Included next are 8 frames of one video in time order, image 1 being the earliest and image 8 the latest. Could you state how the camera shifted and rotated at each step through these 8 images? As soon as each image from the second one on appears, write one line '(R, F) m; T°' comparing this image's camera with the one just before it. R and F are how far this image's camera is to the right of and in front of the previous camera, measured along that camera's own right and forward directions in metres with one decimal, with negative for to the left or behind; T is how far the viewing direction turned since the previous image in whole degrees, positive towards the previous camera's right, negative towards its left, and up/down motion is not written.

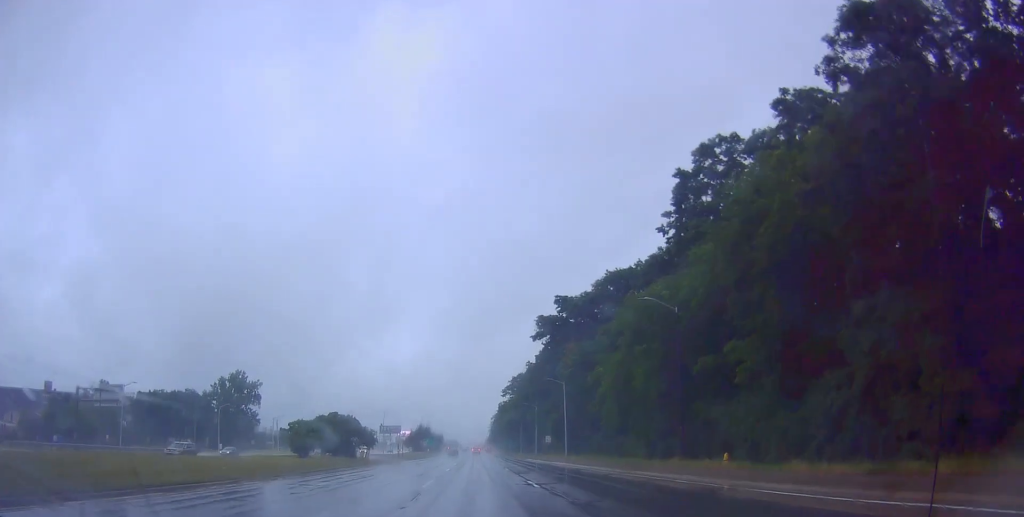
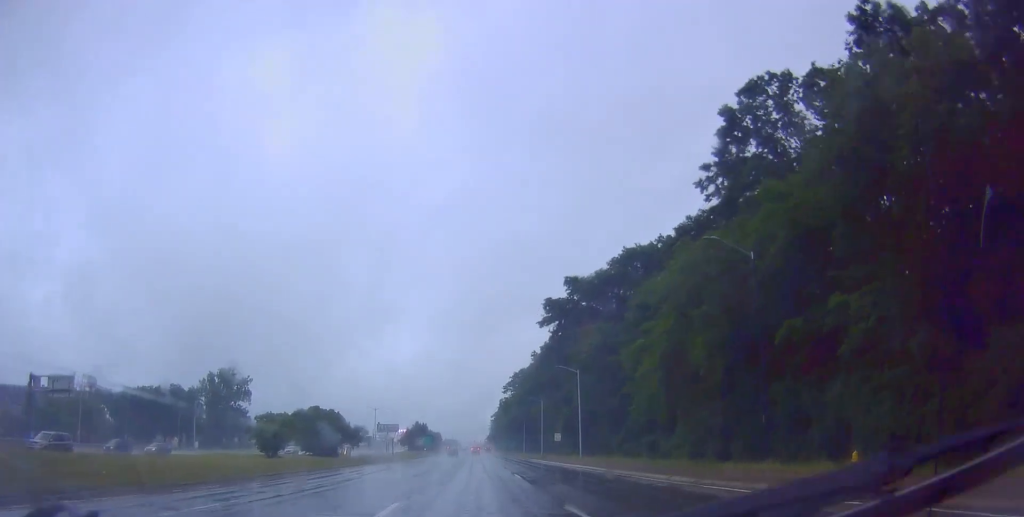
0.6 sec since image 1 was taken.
(0.0, +10.2) m; 0°
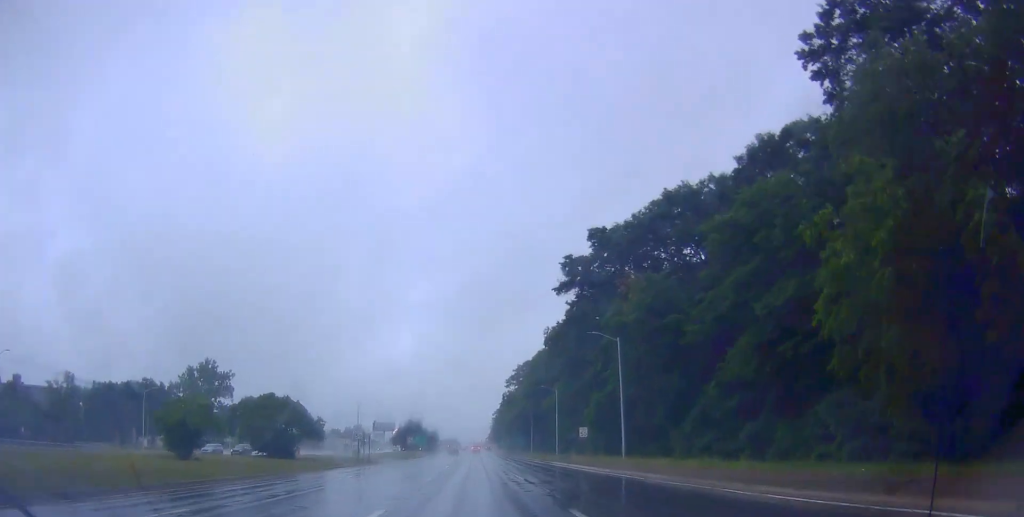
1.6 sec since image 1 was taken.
(0.0, +17.9) m; 0°
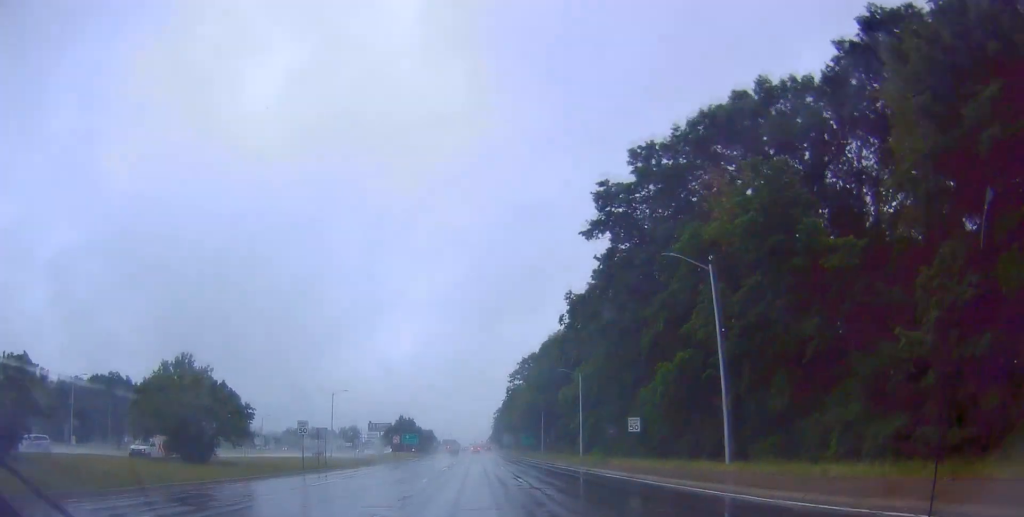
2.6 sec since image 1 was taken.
(0.0, +18.9) m; -1°
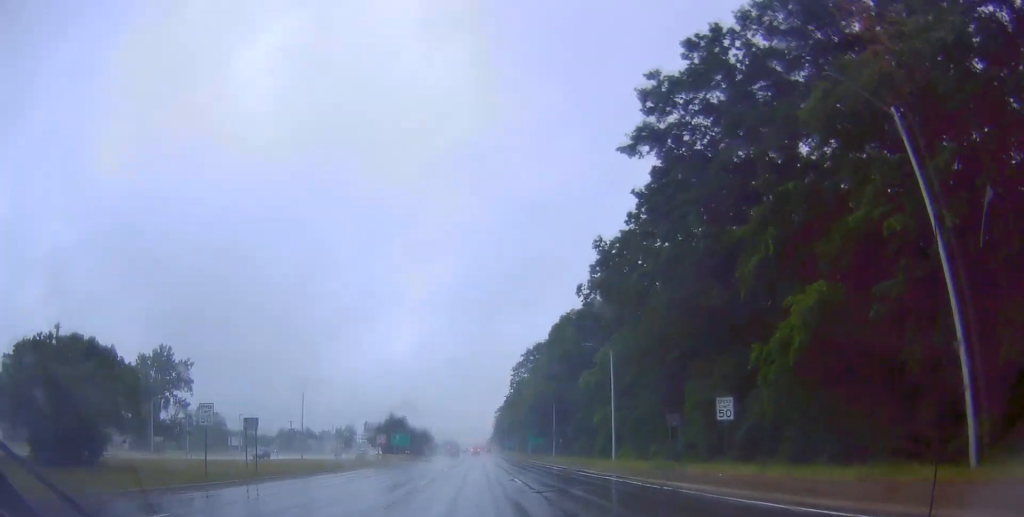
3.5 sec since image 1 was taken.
(-0.4, +14.9) m; -2°
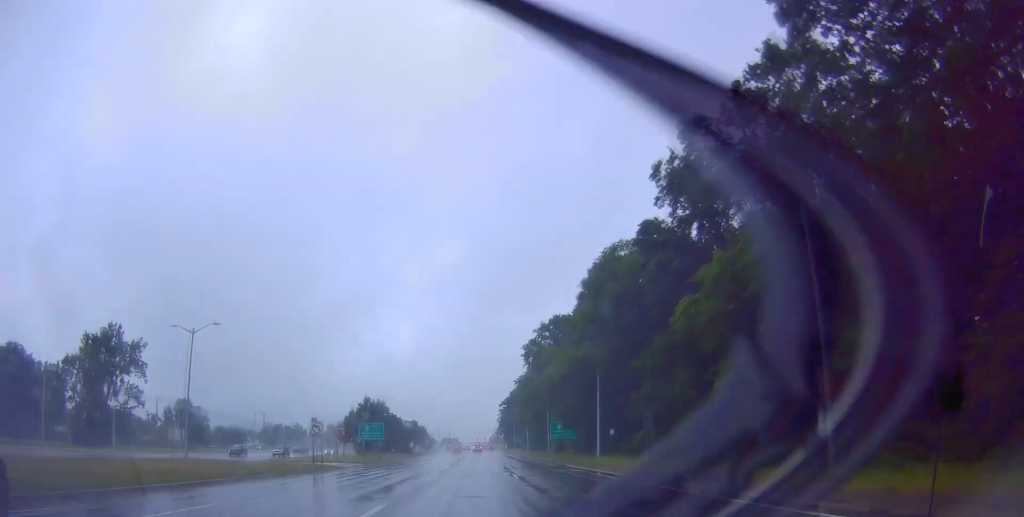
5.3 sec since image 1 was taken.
(+0.2, +29.3) m; +1°
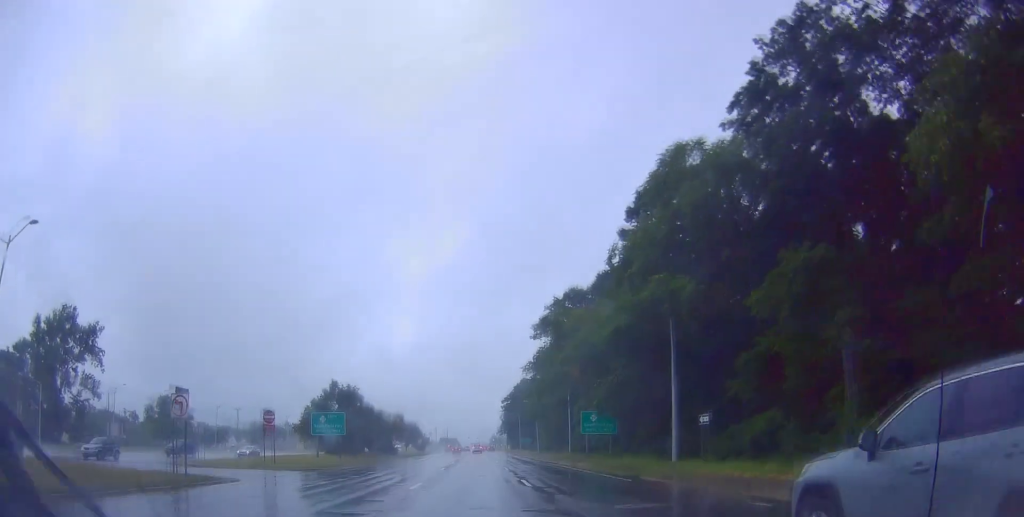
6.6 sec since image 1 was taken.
(-0.2, +21.0) m; 0°
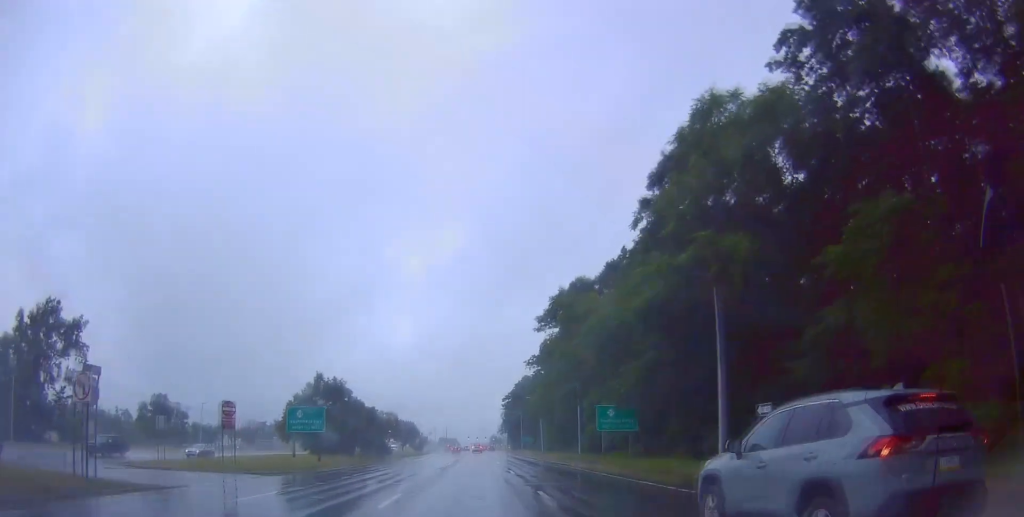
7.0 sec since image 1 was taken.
(0.0, +6.7) m; 0°
